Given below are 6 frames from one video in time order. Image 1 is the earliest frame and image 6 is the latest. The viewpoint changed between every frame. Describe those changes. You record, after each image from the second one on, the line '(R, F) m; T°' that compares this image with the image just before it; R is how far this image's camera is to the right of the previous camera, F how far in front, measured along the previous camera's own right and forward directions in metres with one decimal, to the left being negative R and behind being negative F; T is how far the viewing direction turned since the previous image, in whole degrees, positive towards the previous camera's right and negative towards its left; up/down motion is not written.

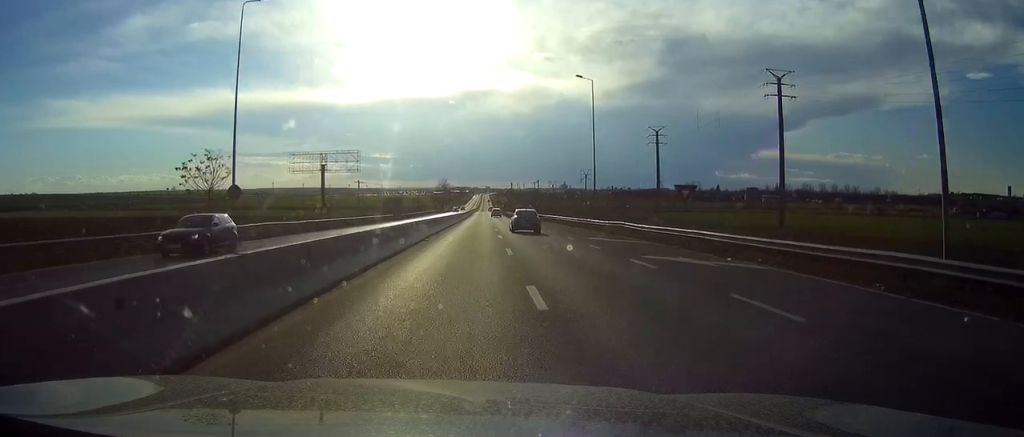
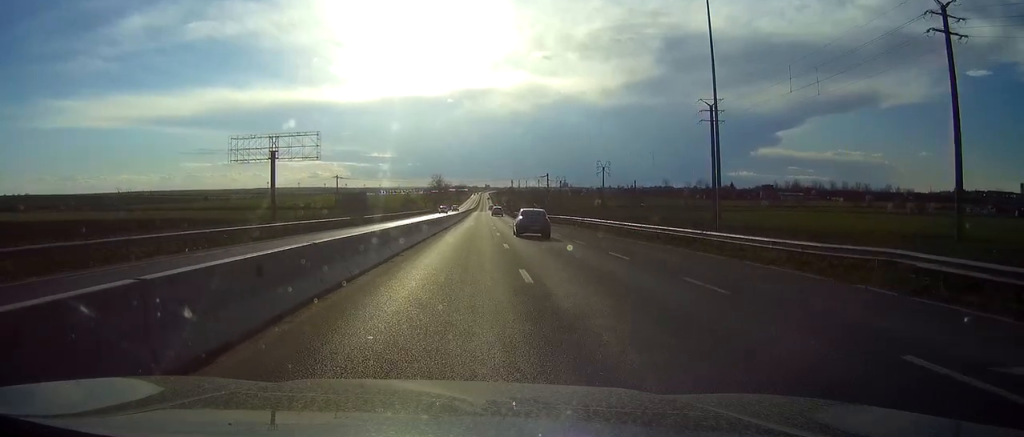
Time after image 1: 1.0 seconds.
(0.0, +29.0) m; 0°
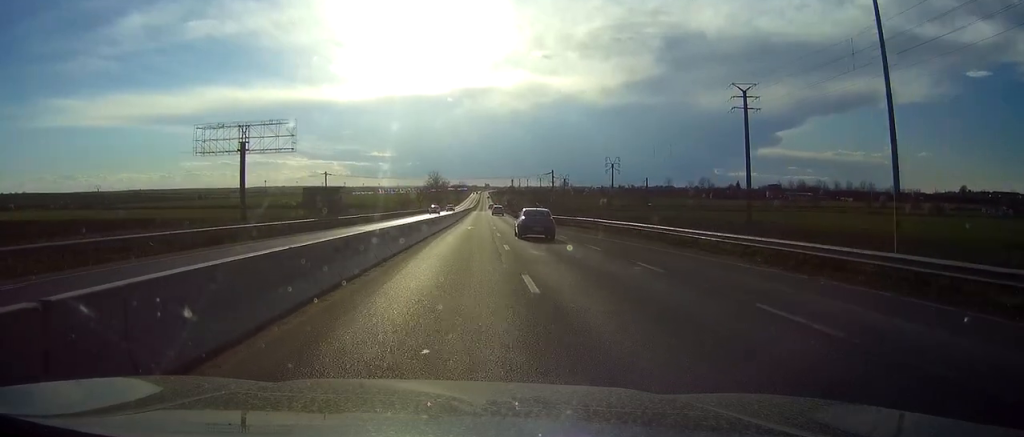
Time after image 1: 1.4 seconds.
(0.0, +12.6) m; 0°
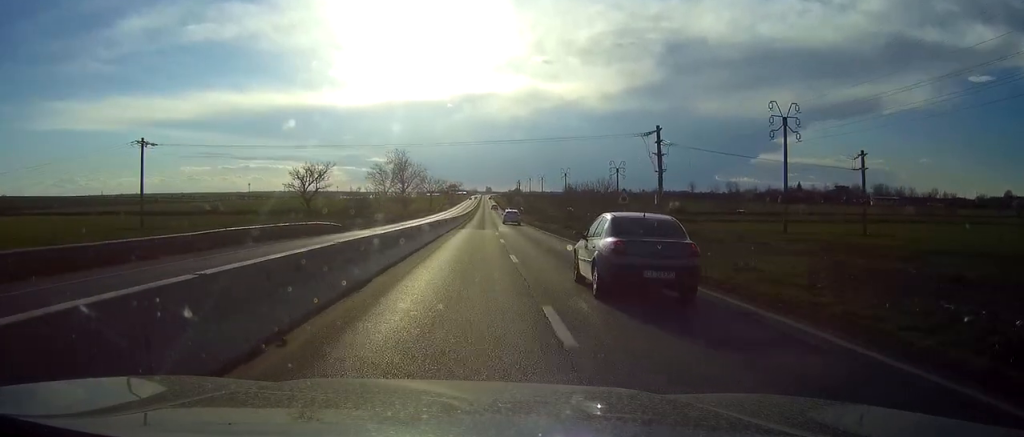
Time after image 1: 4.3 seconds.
(0.0, +96.6) m; 0°
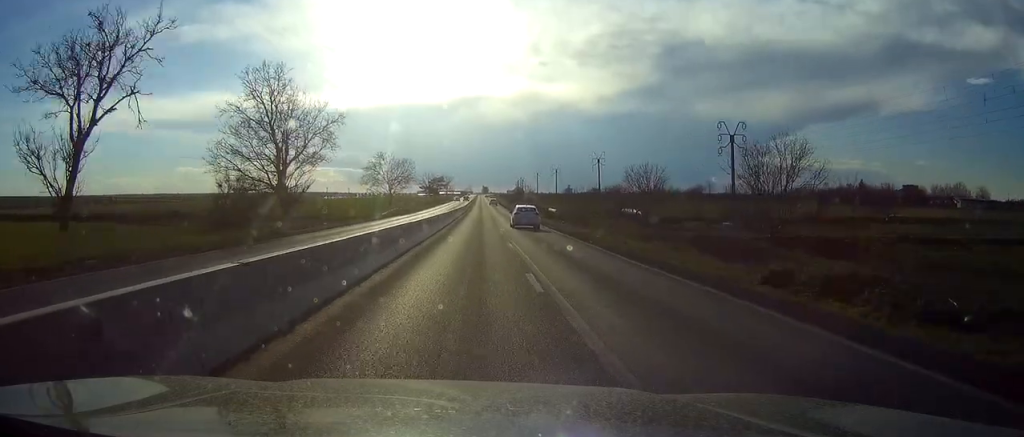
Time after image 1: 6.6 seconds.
(+0.2, +76.3) m; 0°
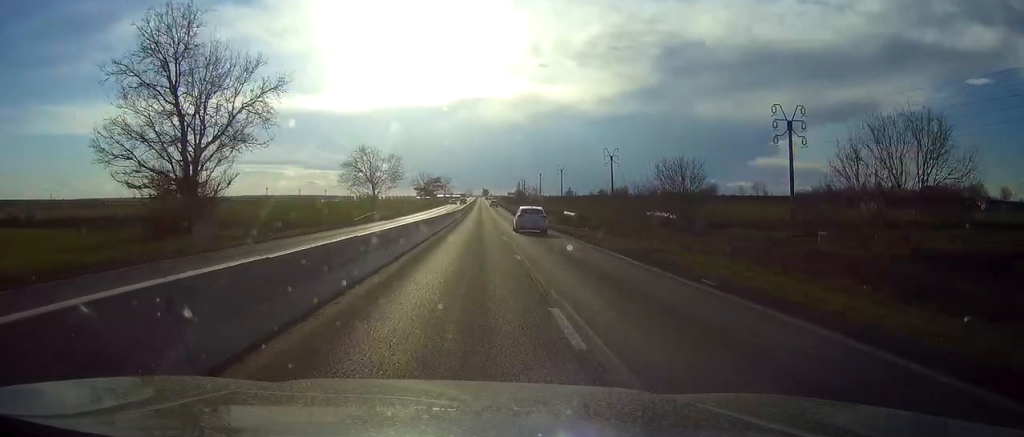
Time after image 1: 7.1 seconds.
(0.0, +17.0) m; 0°
